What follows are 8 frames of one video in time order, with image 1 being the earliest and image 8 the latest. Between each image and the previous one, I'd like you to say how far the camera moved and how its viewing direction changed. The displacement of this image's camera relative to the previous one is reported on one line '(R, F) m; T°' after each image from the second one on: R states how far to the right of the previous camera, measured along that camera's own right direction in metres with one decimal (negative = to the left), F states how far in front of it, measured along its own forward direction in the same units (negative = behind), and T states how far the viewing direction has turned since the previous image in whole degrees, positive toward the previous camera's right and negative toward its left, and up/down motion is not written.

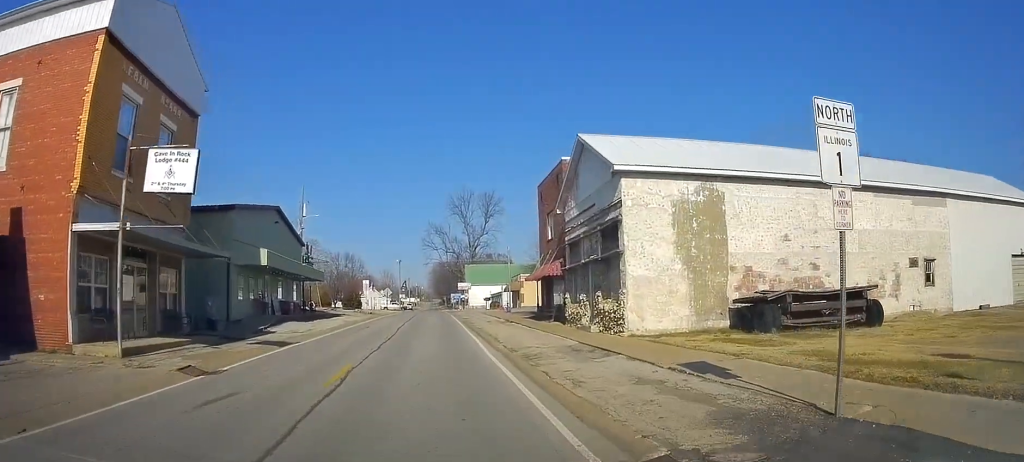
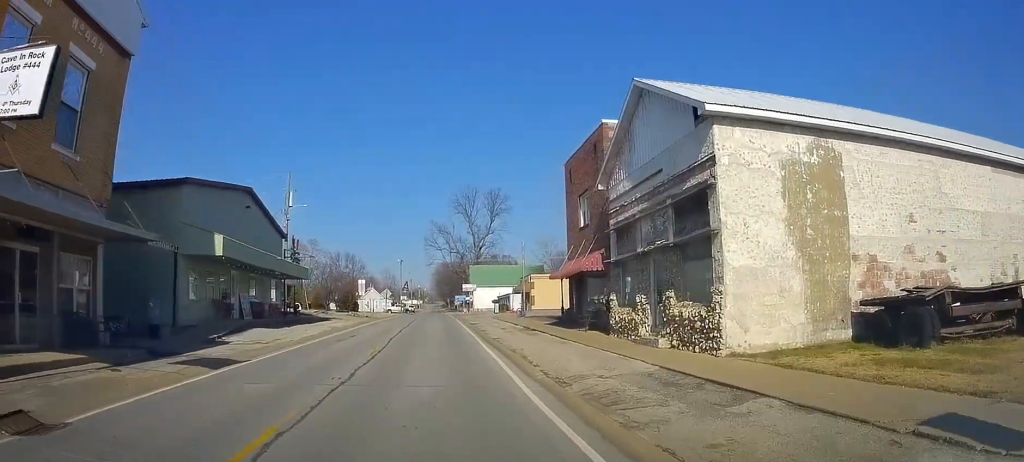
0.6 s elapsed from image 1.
(0.0, +6.3) m; 0°
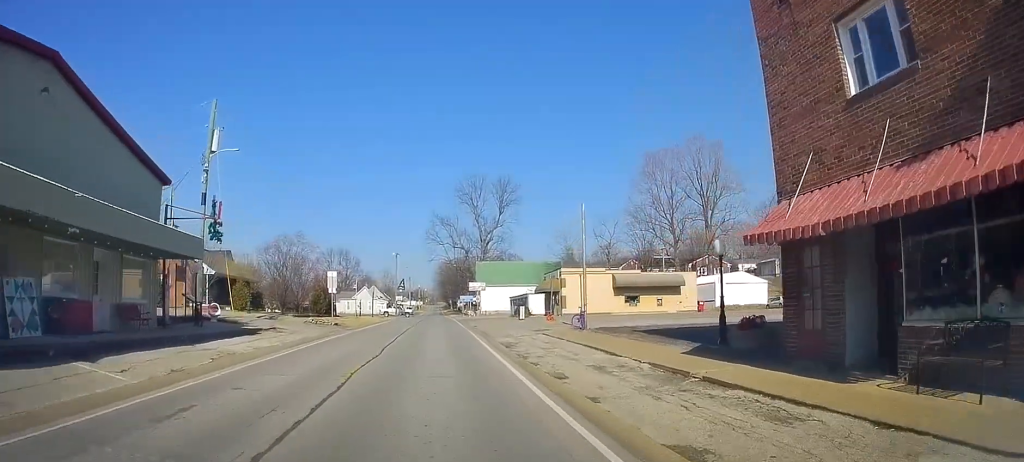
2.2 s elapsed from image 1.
(0.0, +17.5) m; 0°
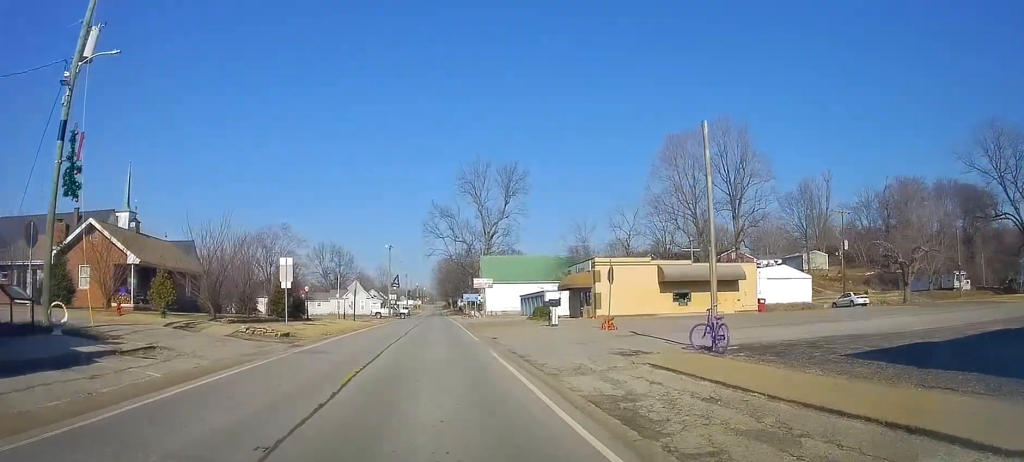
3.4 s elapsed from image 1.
(0.0, +12.7) m; 0°
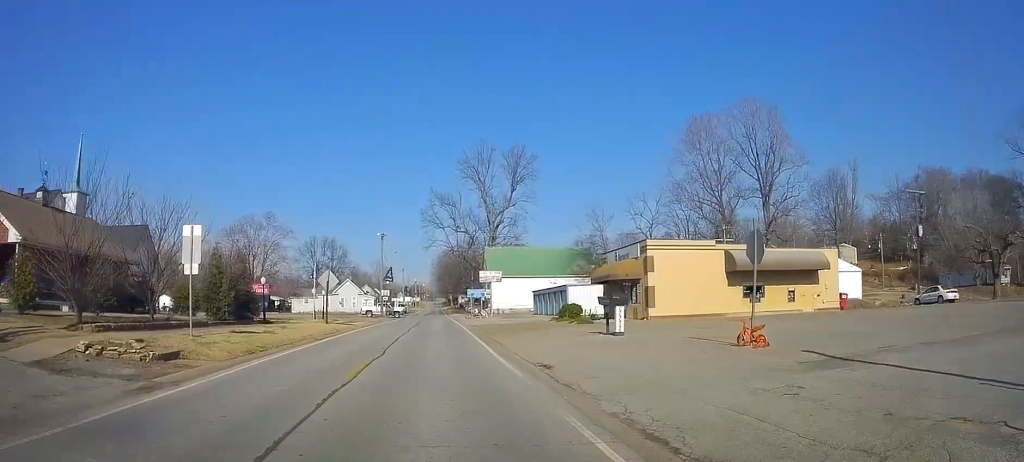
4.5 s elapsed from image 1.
(0.0, +11.6) m; 0°
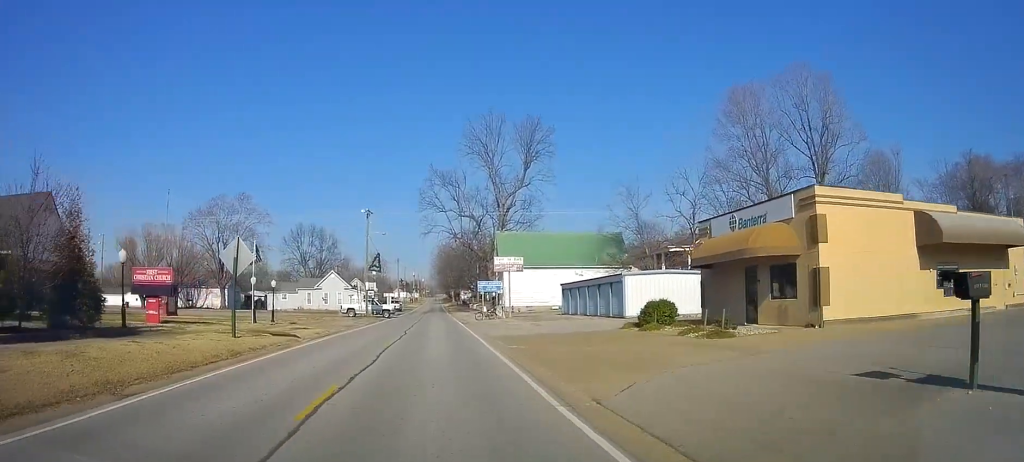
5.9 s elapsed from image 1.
(0.0, +16.4) m; 0°
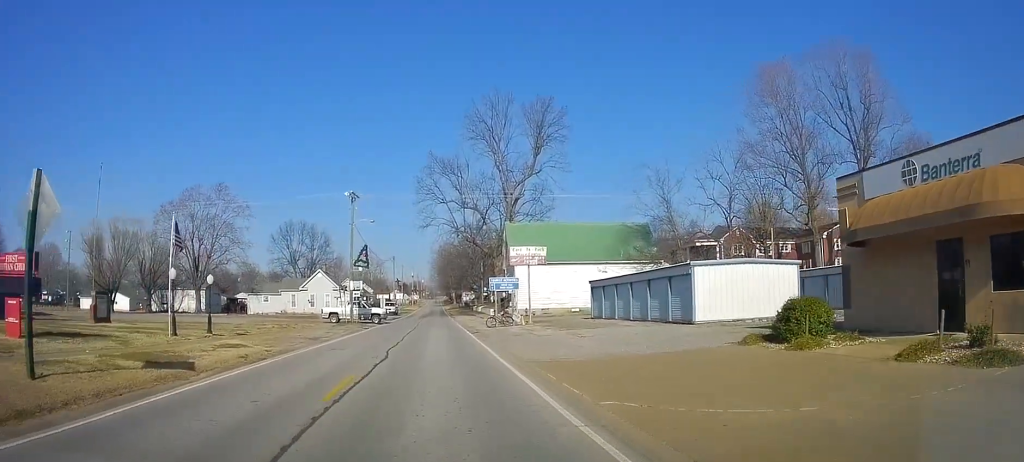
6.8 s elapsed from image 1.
(0.0, +10.4) m; 0°
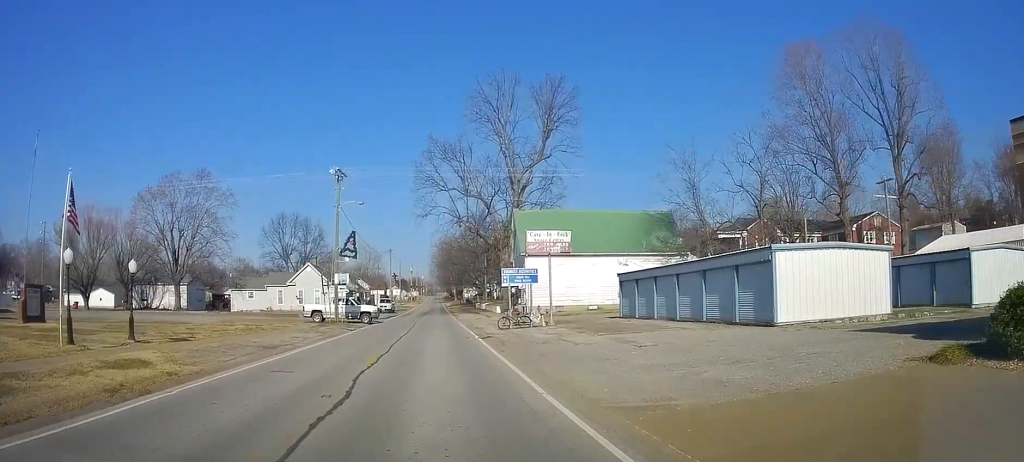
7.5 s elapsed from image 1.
(0.0, +7.1) m; 0°
